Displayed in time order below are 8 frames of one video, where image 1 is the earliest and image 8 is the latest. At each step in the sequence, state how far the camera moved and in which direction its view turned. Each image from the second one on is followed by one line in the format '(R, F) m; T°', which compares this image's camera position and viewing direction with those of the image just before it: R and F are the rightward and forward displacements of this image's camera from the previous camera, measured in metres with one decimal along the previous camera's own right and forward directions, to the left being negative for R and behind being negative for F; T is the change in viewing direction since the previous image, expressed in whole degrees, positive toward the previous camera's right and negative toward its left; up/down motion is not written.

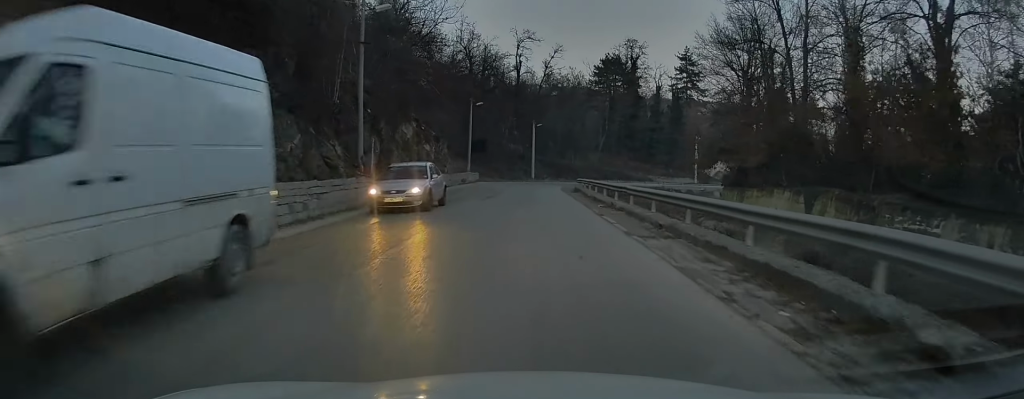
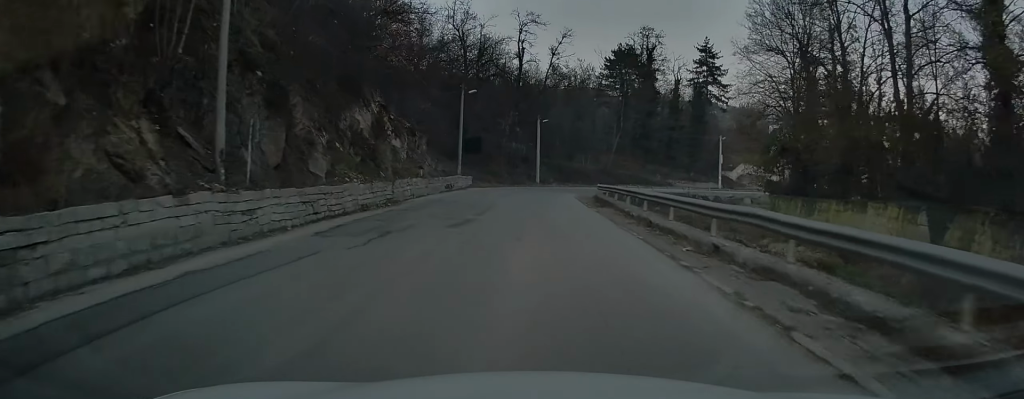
(0.0, +12.5) m; +1°
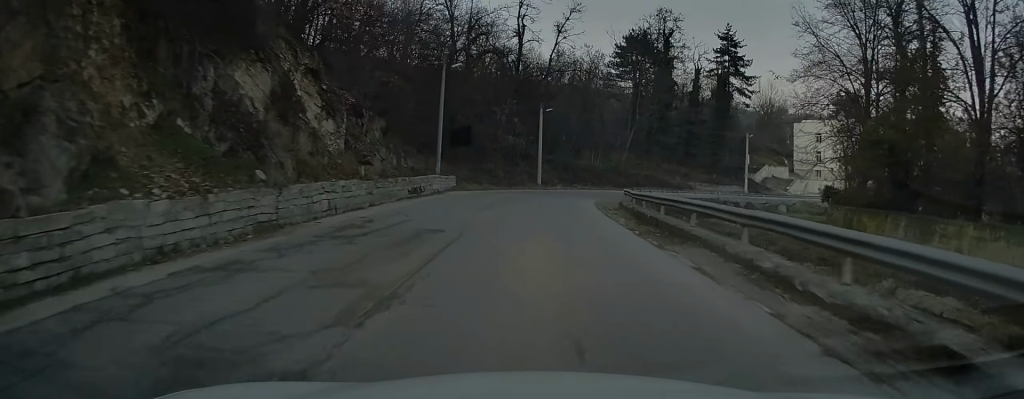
(+0.2, +12.7) m; +1°
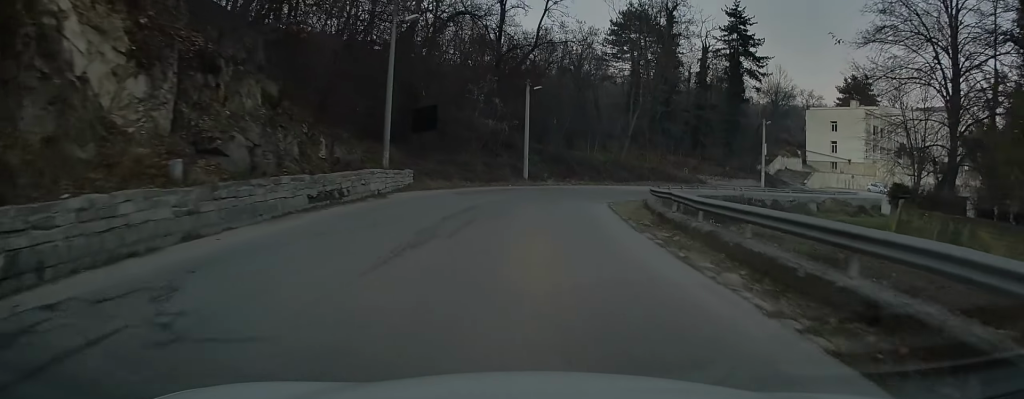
(+0.2, +11.6) m; +2°
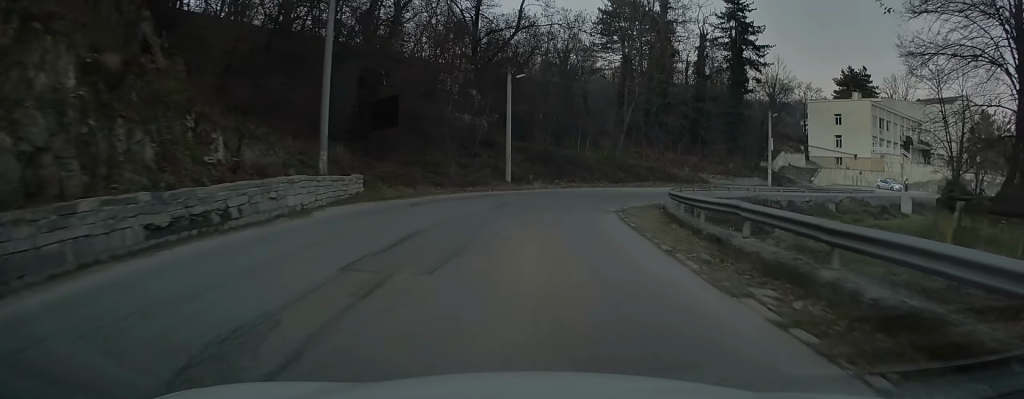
(+0.1, +7.1) m; +2°
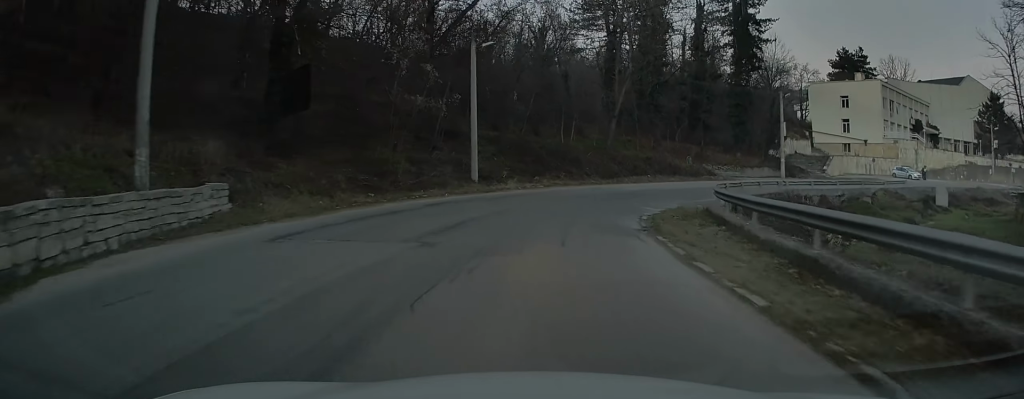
(+0.2, +10.1) m; +4°
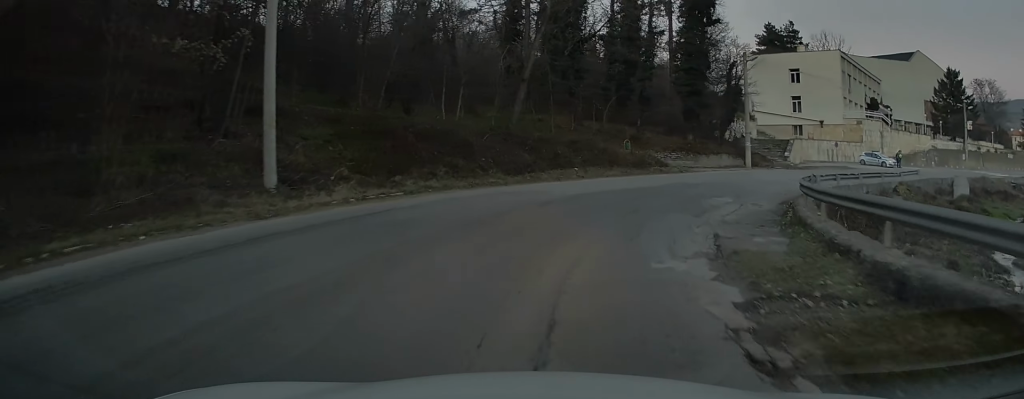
(+1.5, +16.3) m; +13°
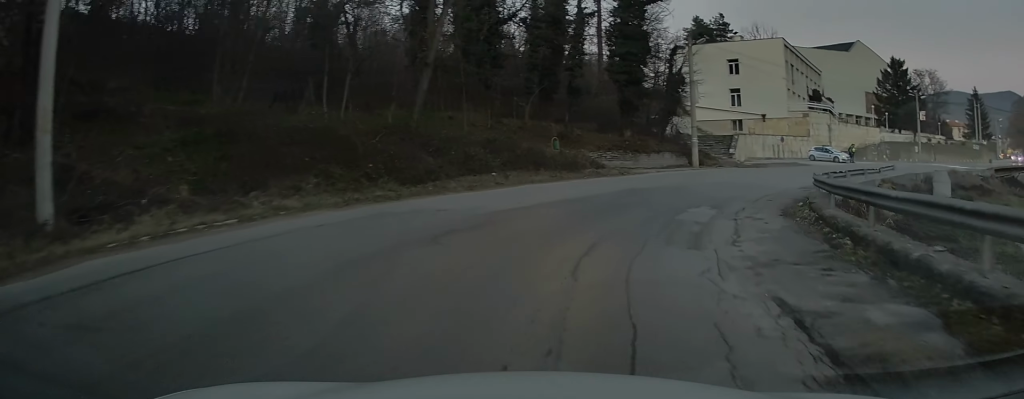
(+0.3, +6.5) m; +7°
